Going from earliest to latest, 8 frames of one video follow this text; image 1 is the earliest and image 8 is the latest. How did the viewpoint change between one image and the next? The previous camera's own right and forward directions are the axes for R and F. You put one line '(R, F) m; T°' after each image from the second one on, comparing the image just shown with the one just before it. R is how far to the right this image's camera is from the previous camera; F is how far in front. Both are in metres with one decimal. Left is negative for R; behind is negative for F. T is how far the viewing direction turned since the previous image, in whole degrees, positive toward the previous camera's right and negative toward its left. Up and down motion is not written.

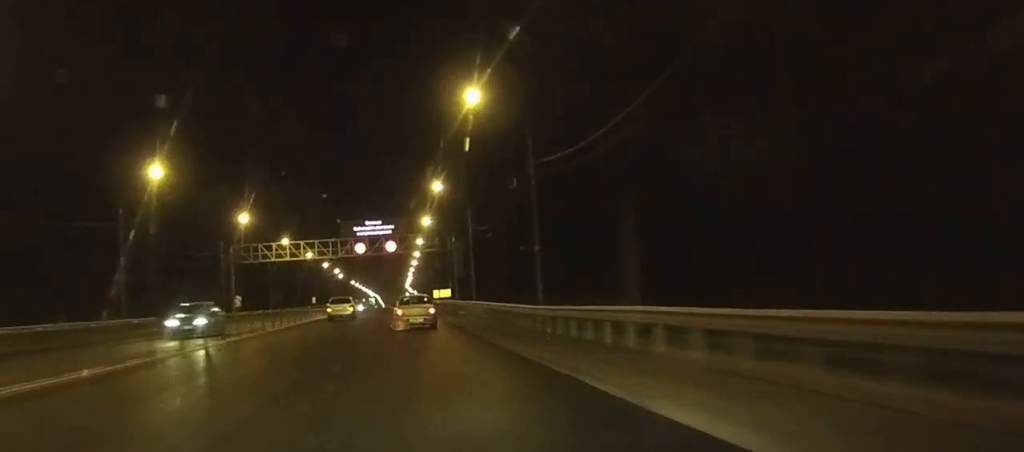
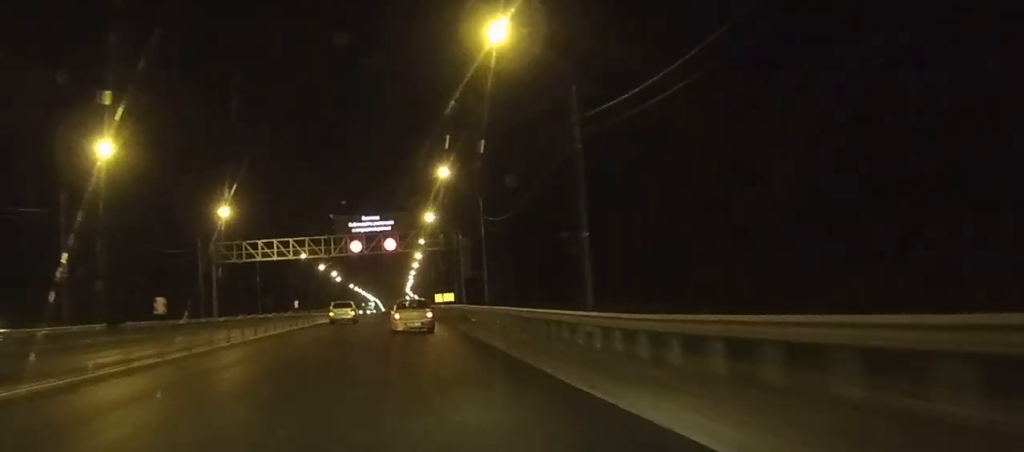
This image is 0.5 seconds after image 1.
(0.0, +11.0) m; 0°
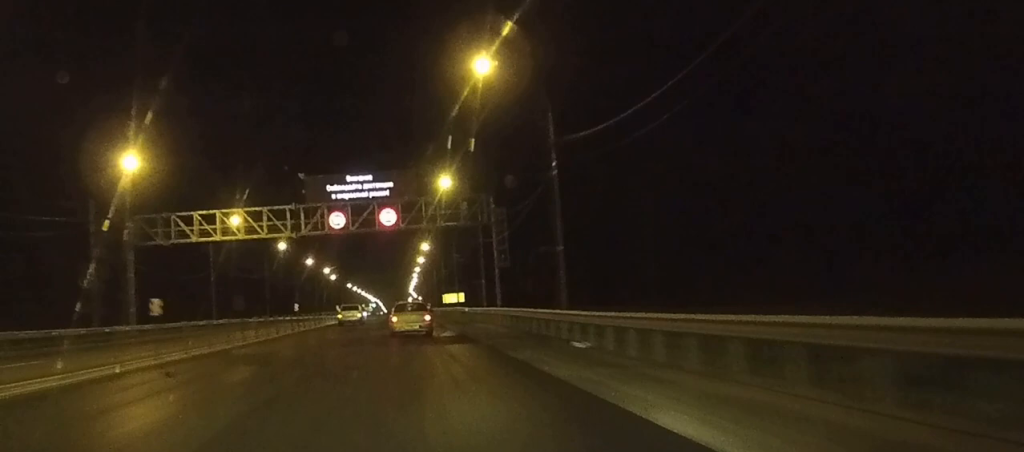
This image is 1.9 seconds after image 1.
(0.0, +30.4) m; 0°
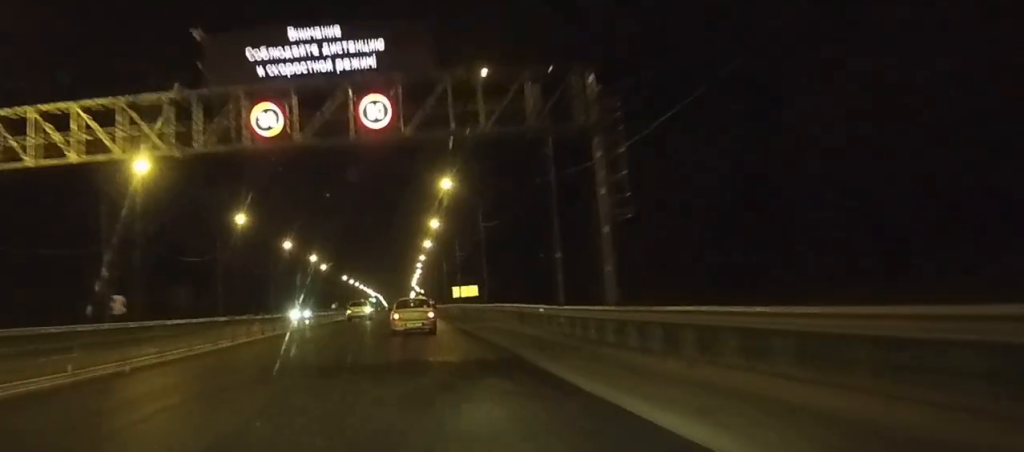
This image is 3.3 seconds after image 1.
(-0.1, +32.6) m; 0°
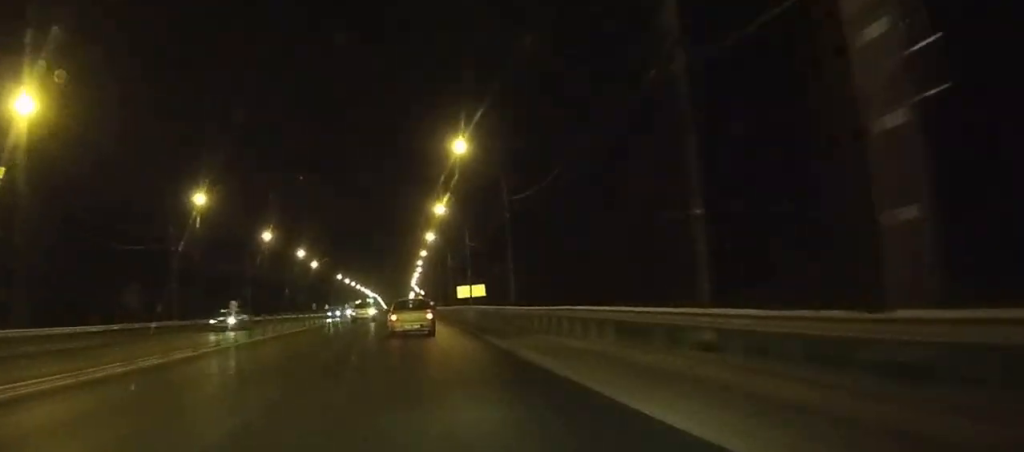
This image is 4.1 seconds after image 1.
(0.0, +17.8) m; 0°
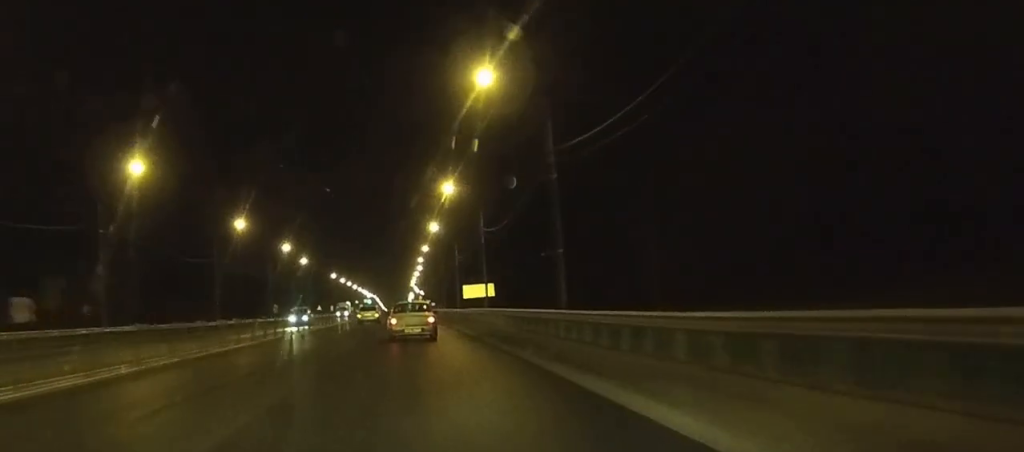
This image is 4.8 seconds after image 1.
(0.0, +17.2) m; 0°
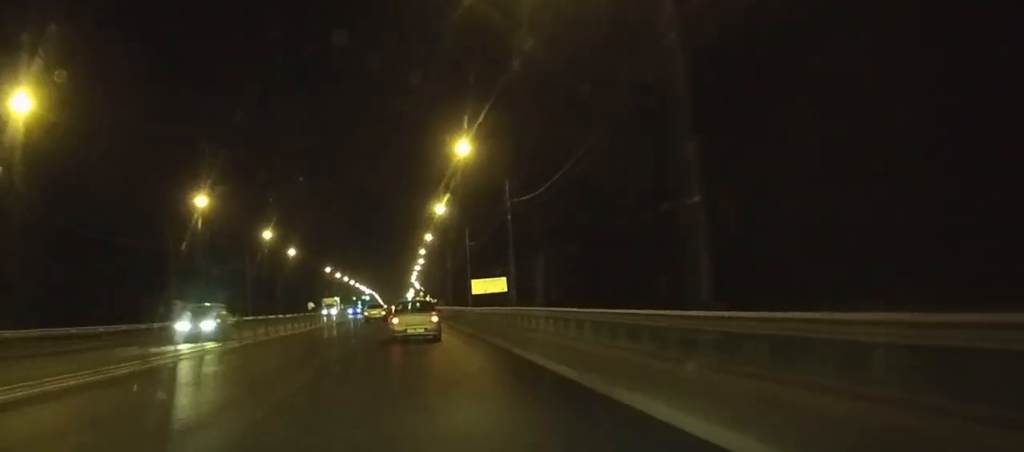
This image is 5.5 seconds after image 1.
(0.0, +17.4) m; 0°
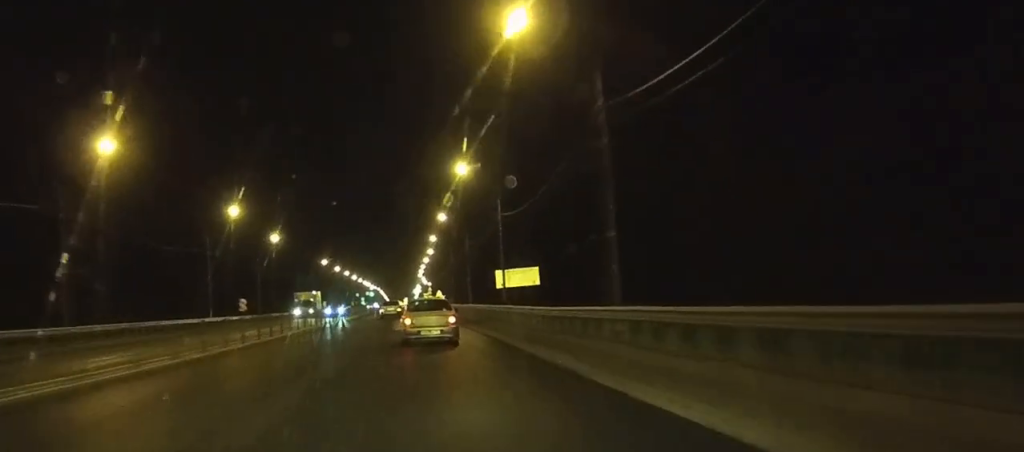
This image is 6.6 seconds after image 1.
(0.0, +24.9) m; -1°
